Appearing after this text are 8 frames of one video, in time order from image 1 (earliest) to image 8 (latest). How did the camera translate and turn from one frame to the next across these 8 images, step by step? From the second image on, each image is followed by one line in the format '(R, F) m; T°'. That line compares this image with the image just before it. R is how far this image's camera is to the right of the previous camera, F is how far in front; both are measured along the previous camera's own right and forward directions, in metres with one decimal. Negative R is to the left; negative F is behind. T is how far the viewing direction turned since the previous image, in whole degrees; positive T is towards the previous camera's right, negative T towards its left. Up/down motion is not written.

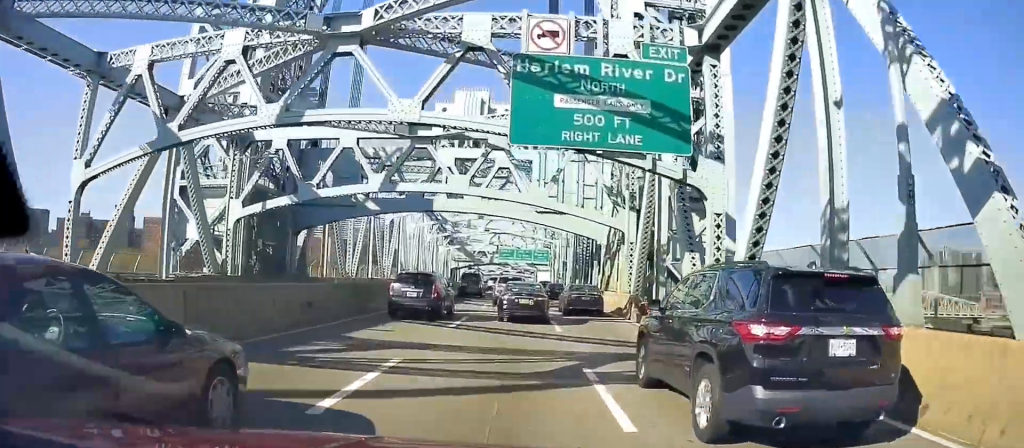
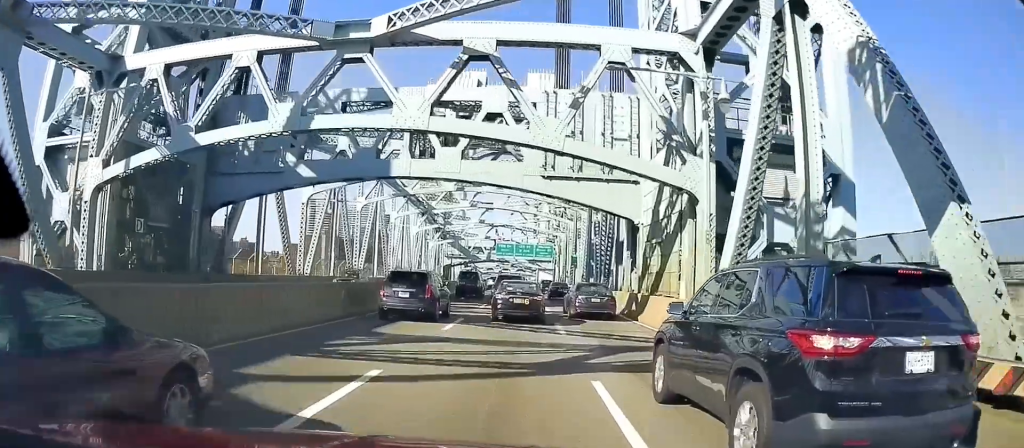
(+0.4, +14.7) m; +2°
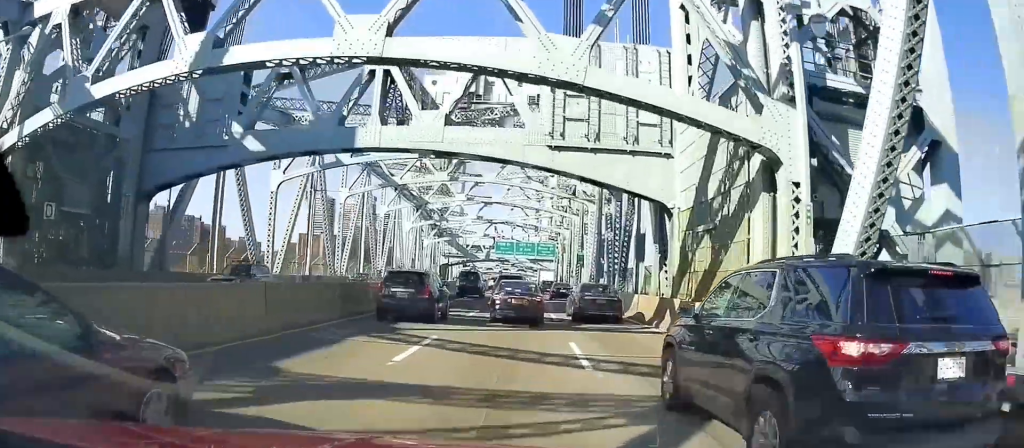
(0.0, +6.6) m; -1°
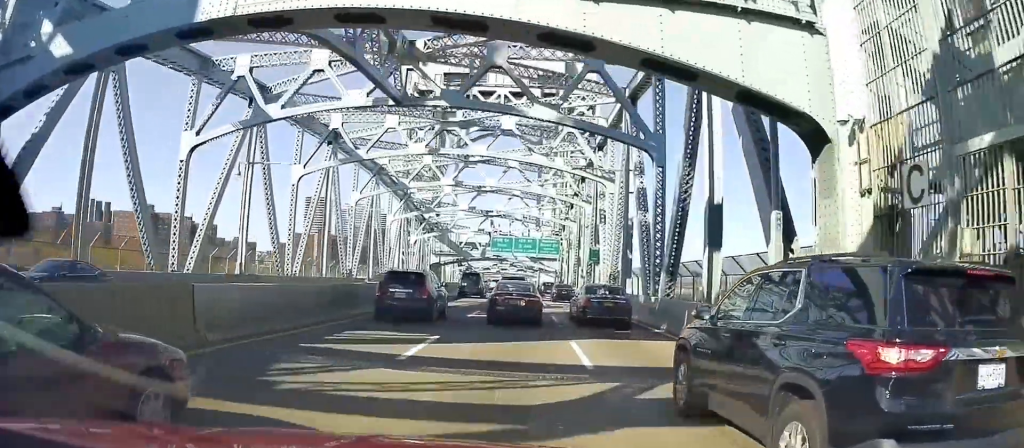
(-0.3, +12.7) m; -1°
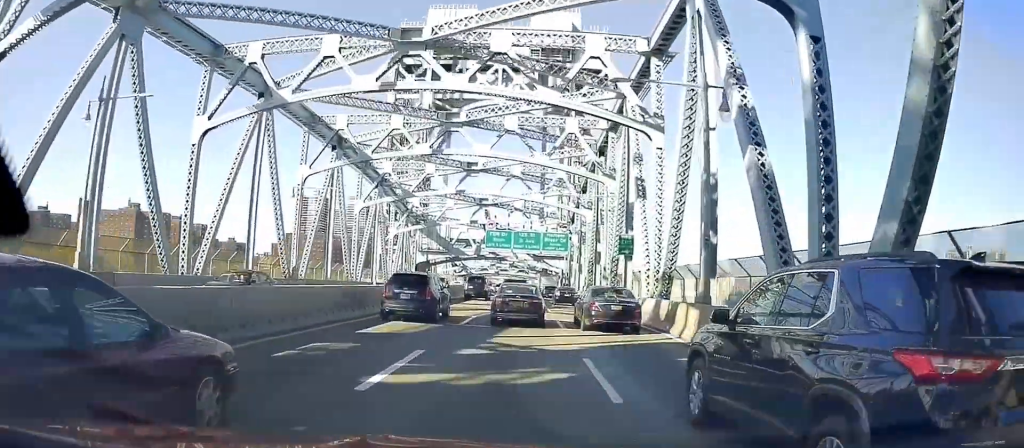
(0.0, +15.1) m; -1°
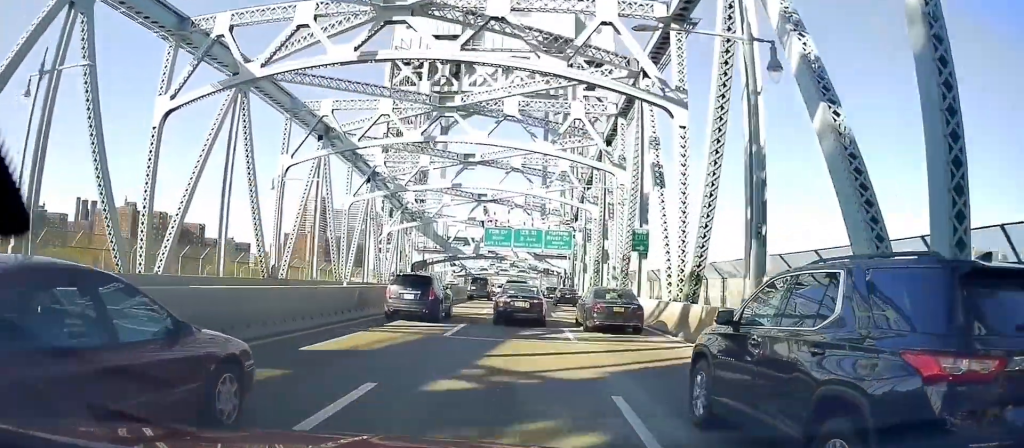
(-0.1, +4.0) m; 0°
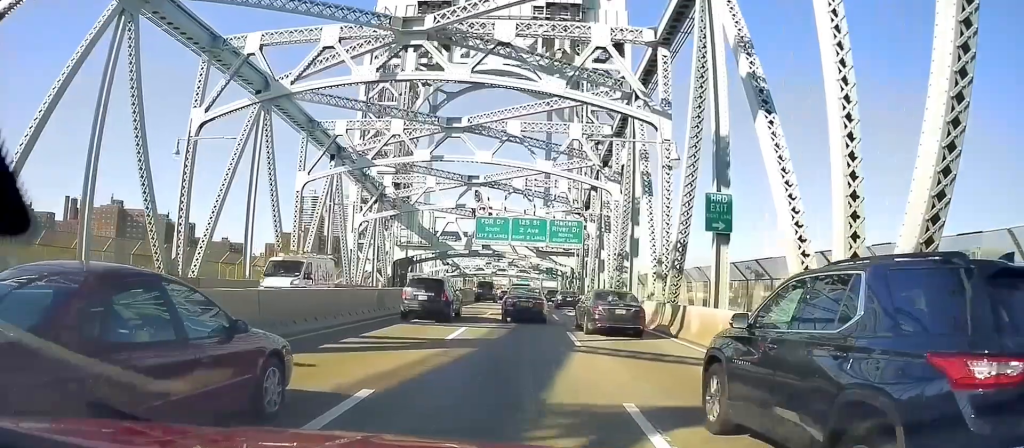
(+0.3, +12.4) m; +2°
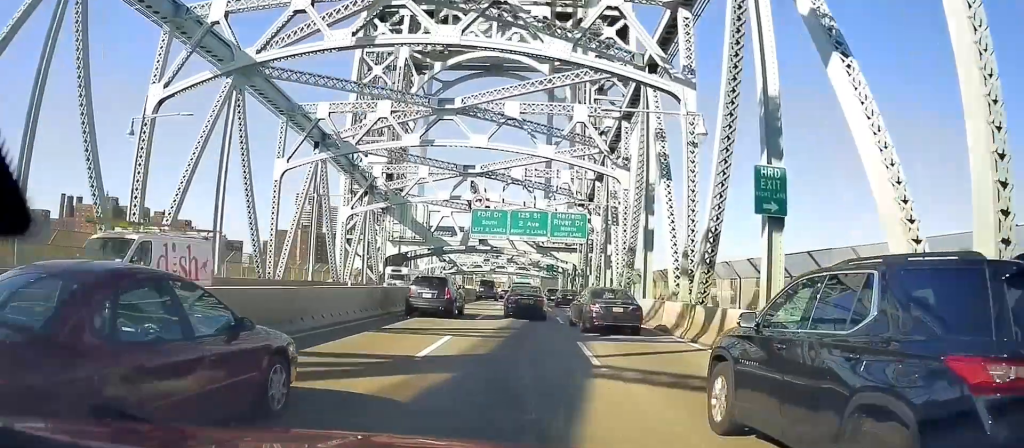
(0.0, +4.0) m; 0°
